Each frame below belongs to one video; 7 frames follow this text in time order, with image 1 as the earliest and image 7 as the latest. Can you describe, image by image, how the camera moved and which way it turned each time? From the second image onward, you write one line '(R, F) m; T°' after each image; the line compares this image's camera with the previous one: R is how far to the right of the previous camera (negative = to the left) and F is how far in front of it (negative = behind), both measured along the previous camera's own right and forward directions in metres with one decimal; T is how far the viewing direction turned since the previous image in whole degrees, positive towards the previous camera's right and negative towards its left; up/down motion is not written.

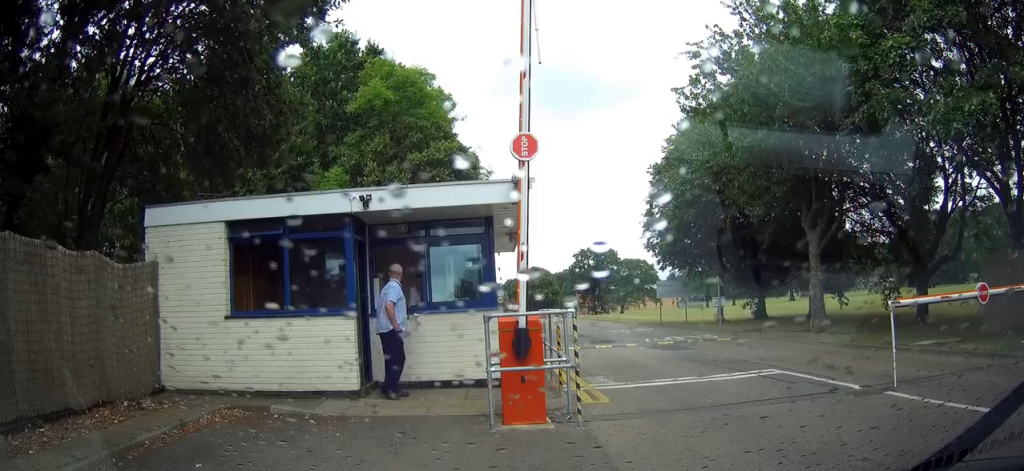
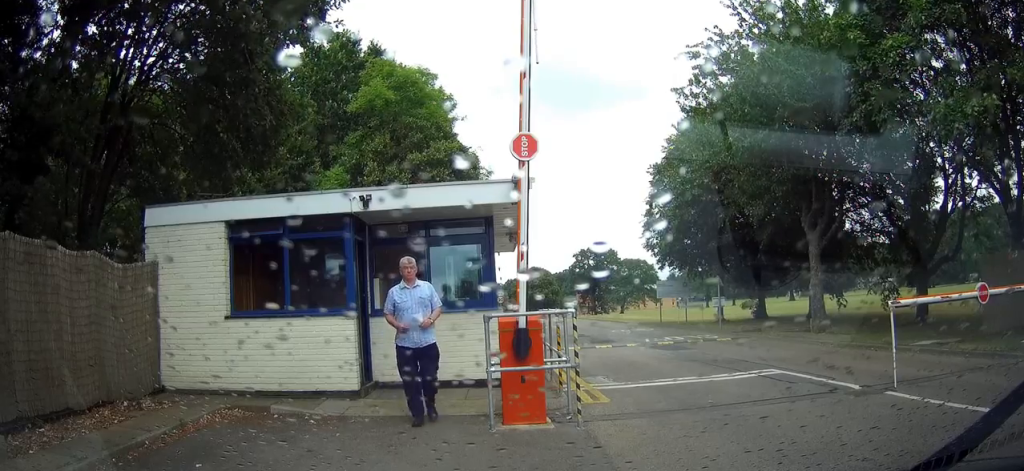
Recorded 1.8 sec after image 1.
(0.0, 0.0) m; 0°
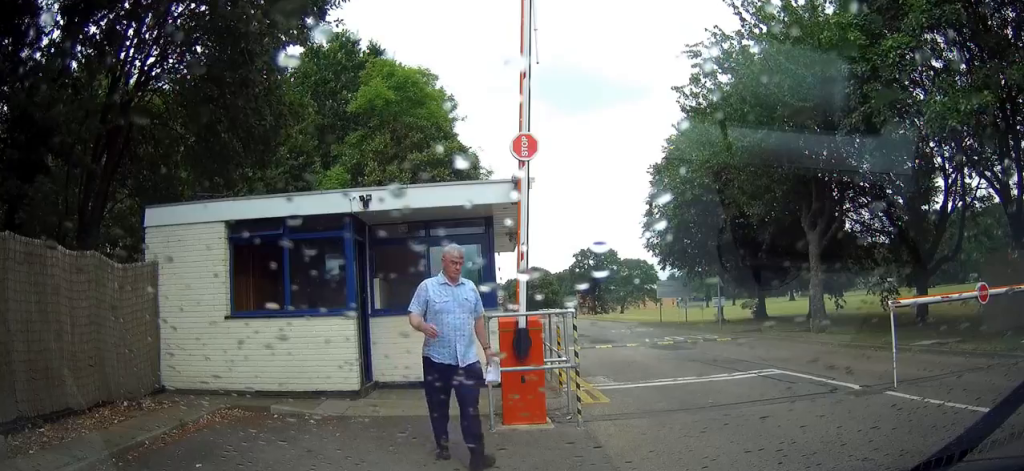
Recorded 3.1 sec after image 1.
(0.0, 0.0) m; 0°
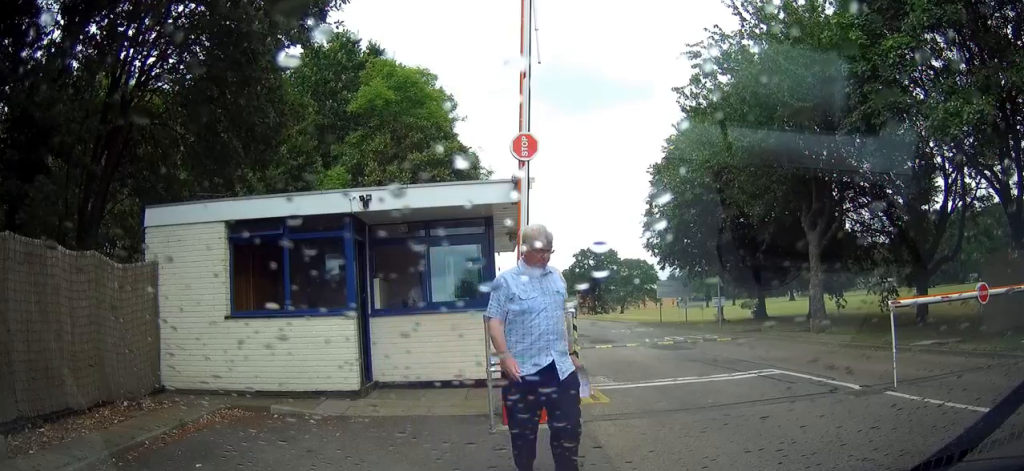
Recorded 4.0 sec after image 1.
(0.0, 0.0) m; 0°
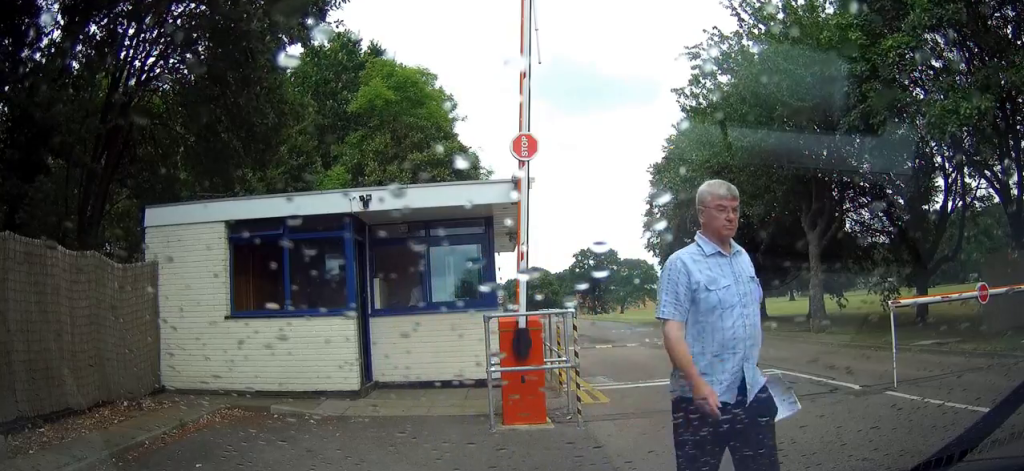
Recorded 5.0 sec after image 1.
(0.0, 0.0) m; 0°
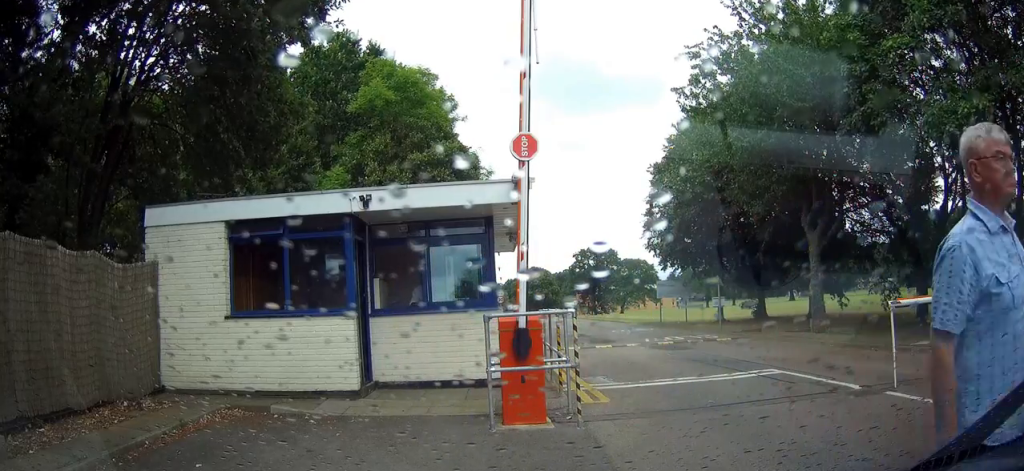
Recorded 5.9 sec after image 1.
(0.0, 0.0) m; 0°
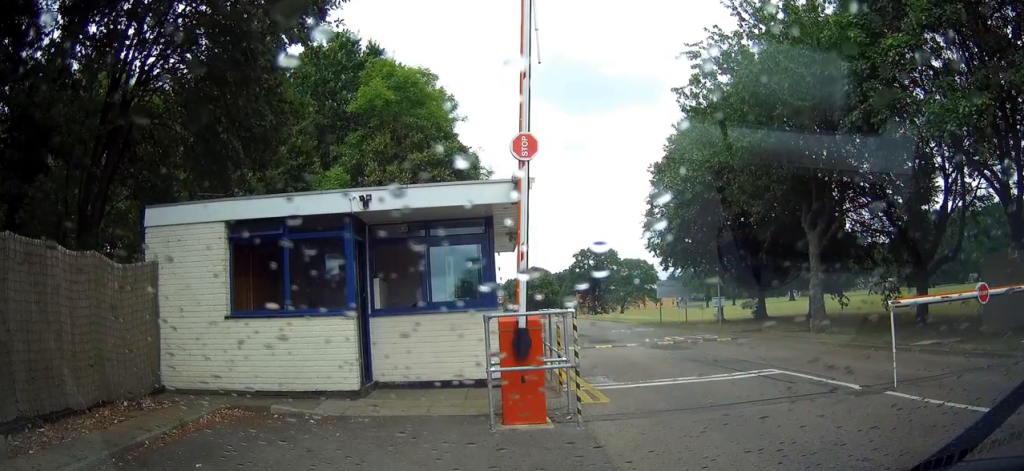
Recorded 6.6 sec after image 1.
(0.0, 0.0) m; 0°
